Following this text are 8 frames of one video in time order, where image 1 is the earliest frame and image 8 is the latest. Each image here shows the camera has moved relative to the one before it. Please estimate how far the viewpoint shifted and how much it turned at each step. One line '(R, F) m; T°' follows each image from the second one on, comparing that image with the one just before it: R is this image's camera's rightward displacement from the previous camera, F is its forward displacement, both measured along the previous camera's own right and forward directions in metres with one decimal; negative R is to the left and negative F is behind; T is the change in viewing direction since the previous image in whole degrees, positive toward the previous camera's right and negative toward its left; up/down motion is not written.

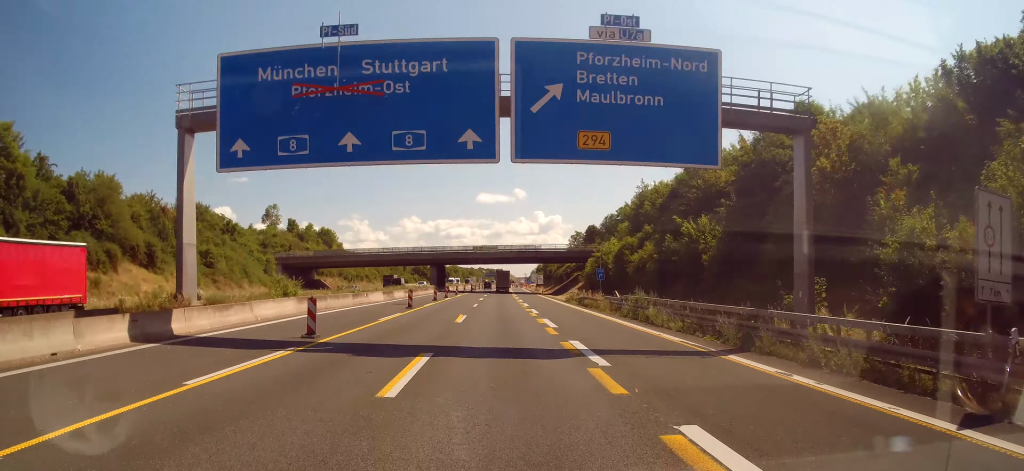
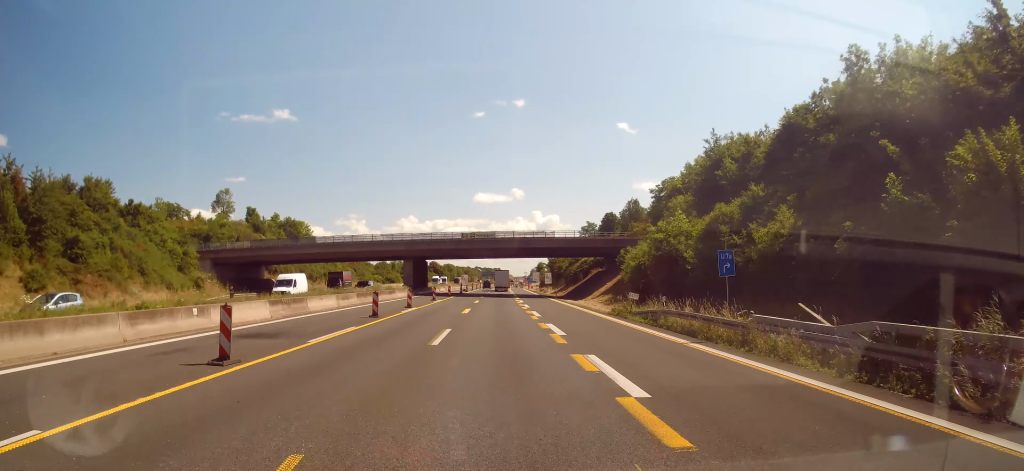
(-0.2, +27.8) m; 0°
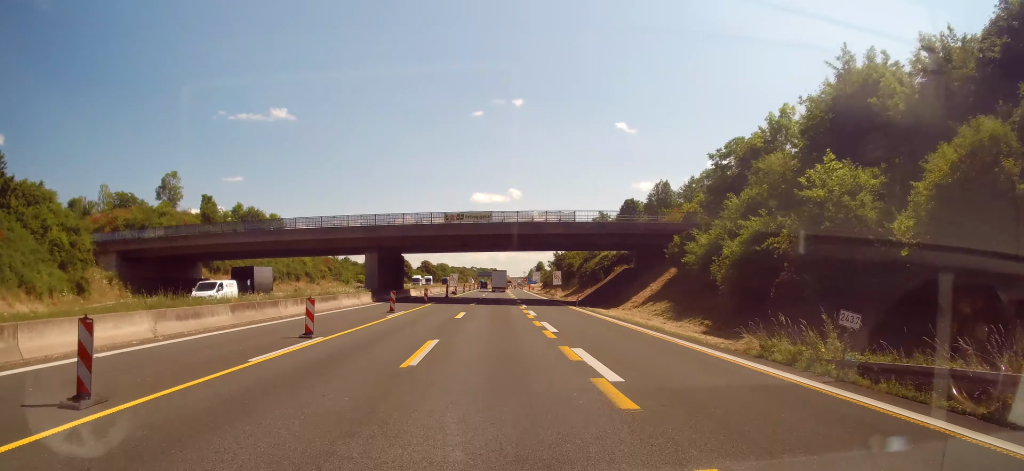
(+0.2, +22.9) m; +1°
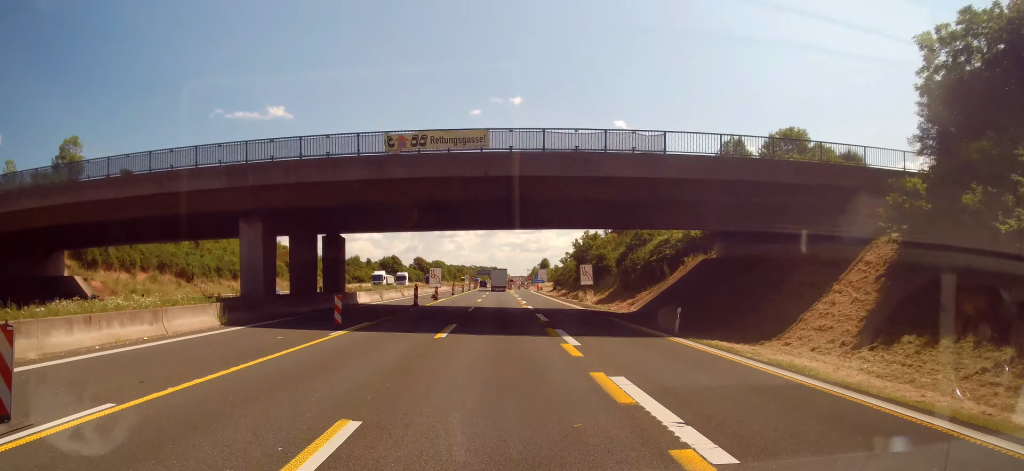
(0.0, +28.3) m; 0°
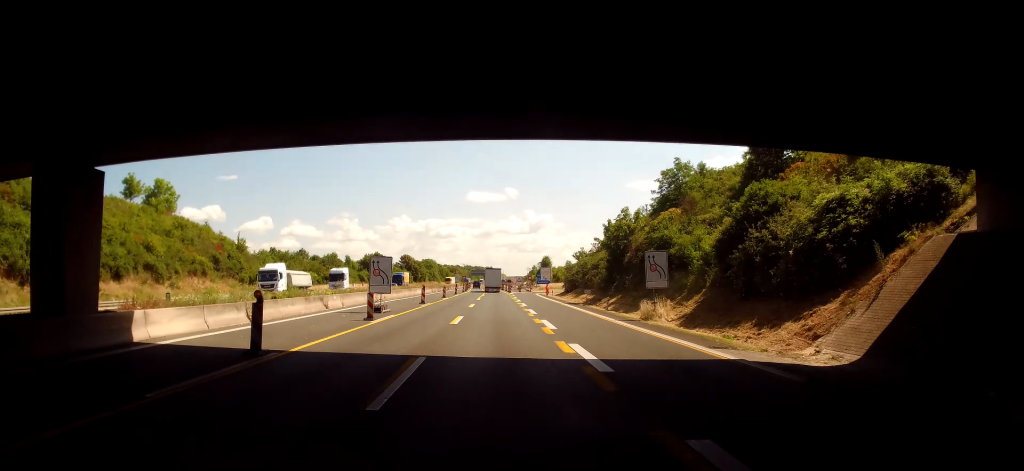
(0.0, +29.2) m; +1°
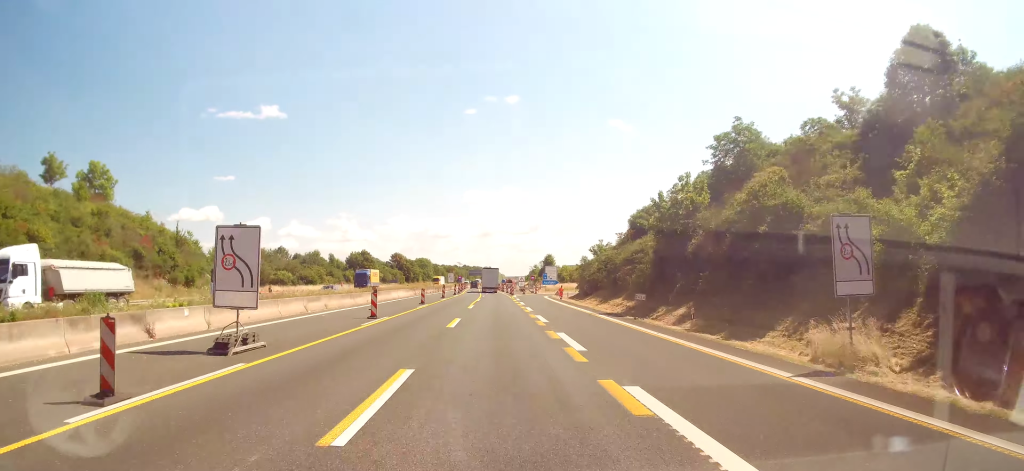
(+0.1, +19.9) m; 0°
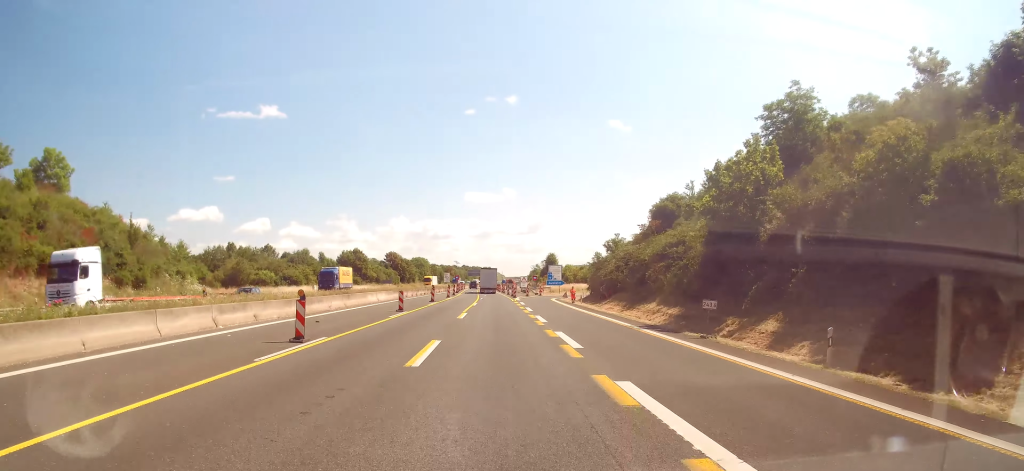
(0.0, +10.5) m; 0°
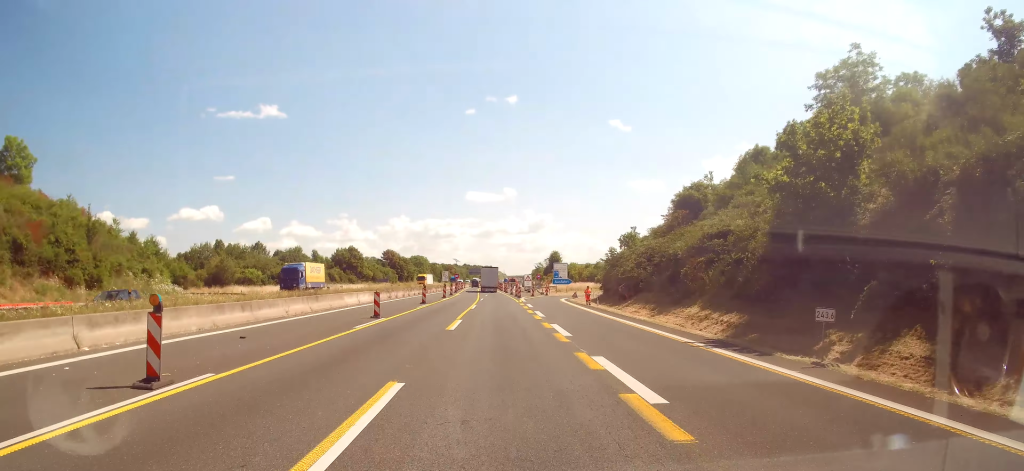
(-0.1, +9.1) m; 0°
